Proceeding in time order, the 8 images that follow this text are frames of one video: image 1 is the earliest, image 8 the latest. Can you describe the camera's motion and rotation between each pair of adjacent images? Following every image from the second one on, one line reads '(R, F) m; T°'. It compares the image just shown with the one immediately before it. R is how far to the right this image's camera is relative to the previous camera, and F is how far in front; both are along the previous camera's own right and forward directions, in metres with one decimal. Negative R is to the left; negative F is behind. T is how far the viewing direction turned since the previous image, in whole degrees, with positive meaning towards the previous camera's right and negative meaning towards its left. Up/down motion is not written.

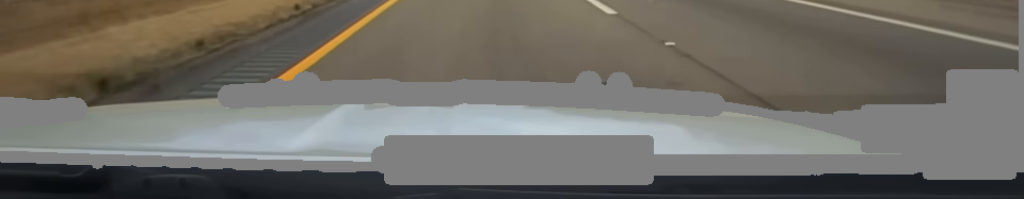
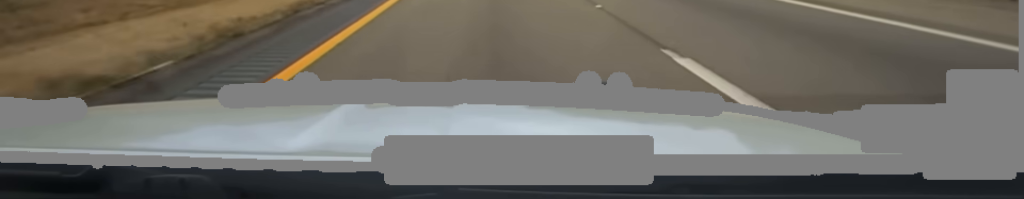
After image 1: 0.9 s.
(+0.1, +29.7) m; 0°
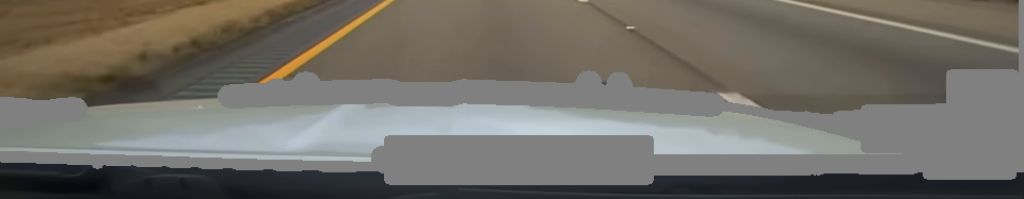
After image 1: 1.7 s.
(+0.1, +26.2) m; 0°
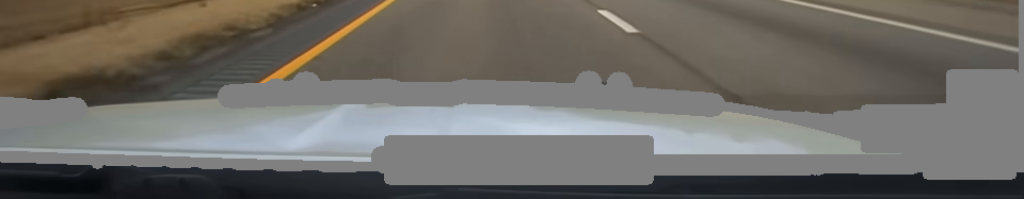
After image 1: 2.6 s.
(-0.1, +32.0) m; 0°
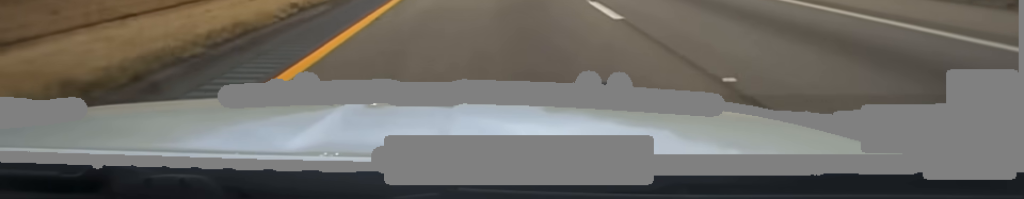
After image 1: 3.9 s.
(-0.1, +53.3) m; 0°
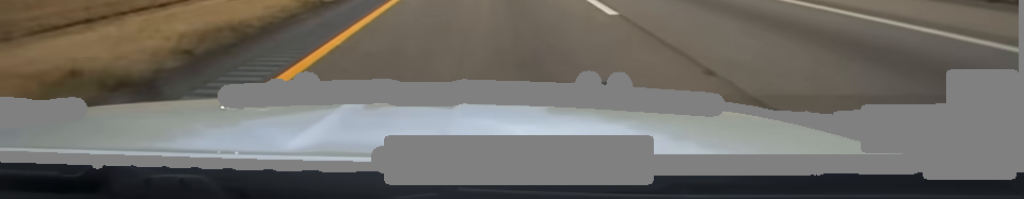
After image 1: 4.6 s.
(+0.1, +26.4) m; 0°
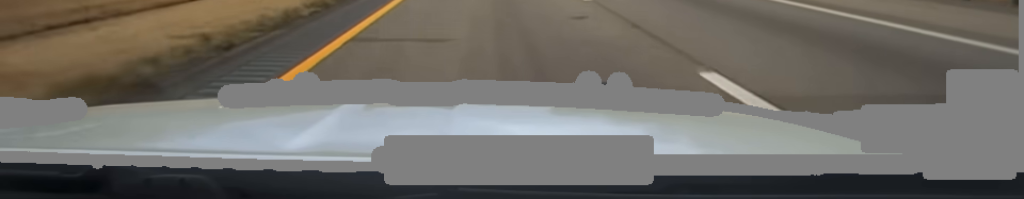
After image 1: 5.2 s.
(0.0, +20.3) m; 0°
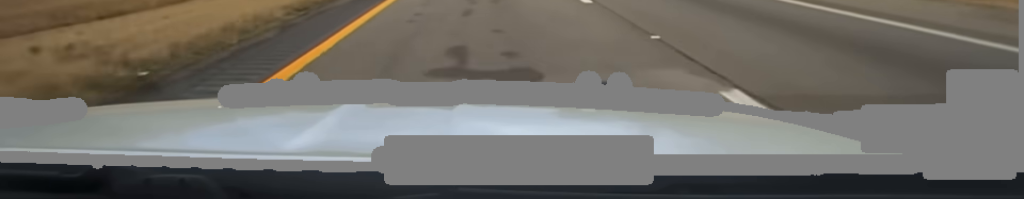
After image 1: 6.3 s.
(0.0, +34.5) m; 0°
